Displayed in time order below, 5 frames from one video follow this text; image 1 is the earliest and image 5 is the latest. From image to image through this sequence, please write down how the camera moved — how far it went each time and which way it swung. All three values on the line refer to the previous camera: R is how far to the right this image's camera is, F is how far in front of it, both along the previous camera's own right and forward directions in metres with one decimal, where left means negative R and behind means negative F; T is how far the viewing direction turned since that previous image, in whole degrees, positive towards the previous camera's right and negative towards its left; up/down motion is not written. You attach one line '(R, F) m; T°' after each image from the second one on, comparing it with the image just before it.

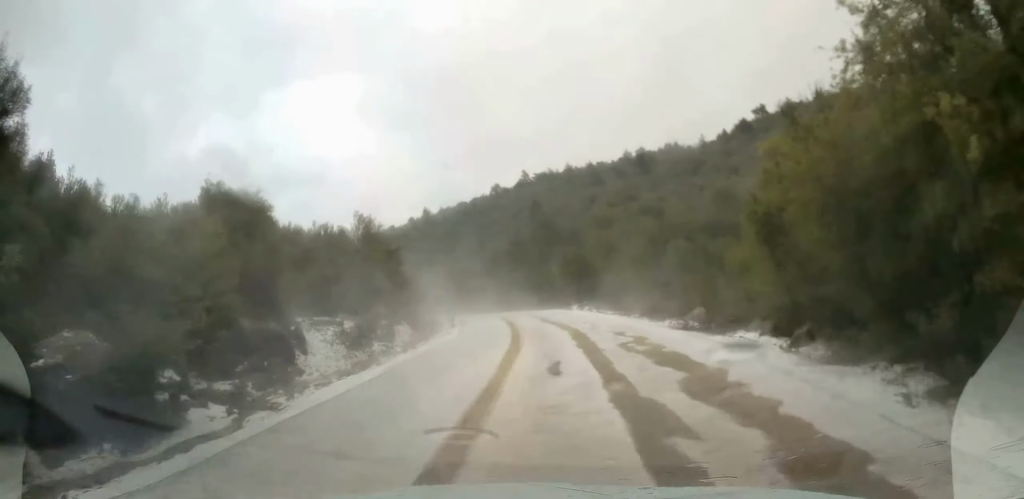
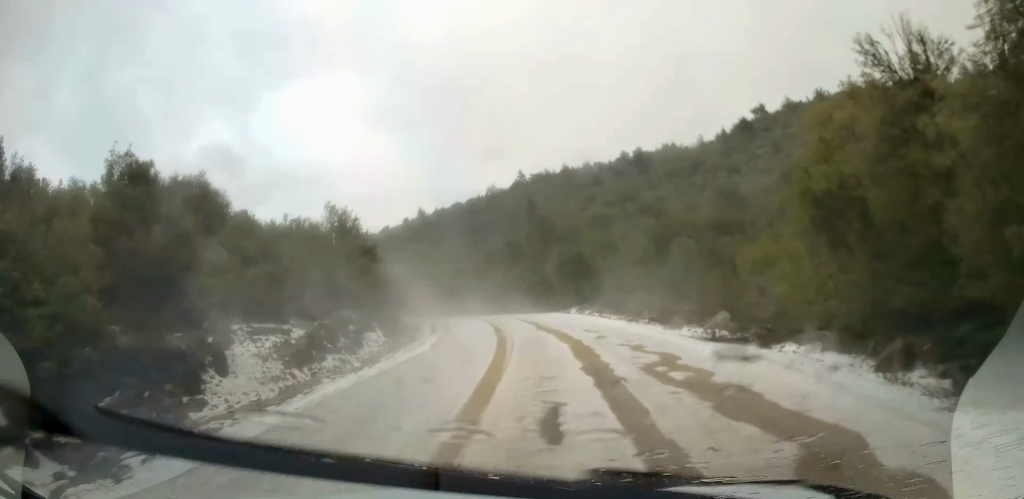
(0.0, +4.4) m; -1°
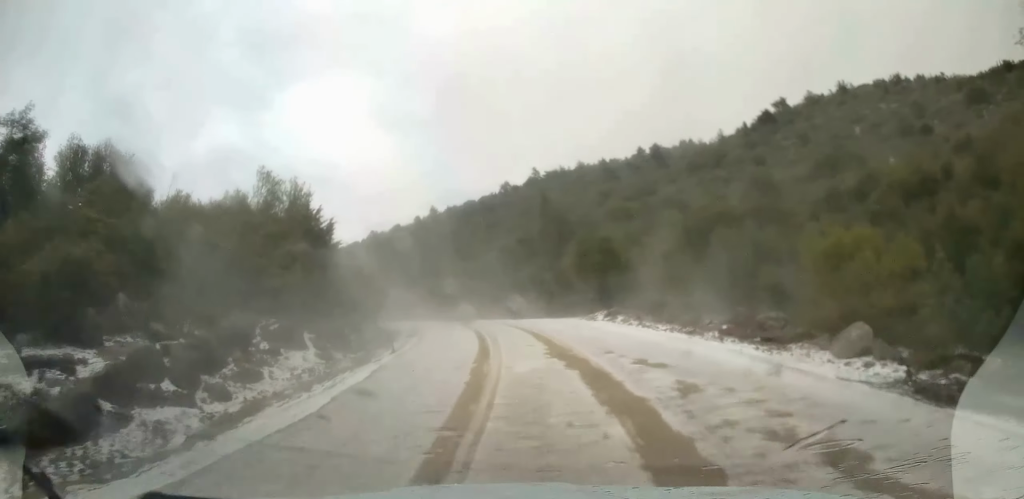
(-0.2, +9.7) m; -2°
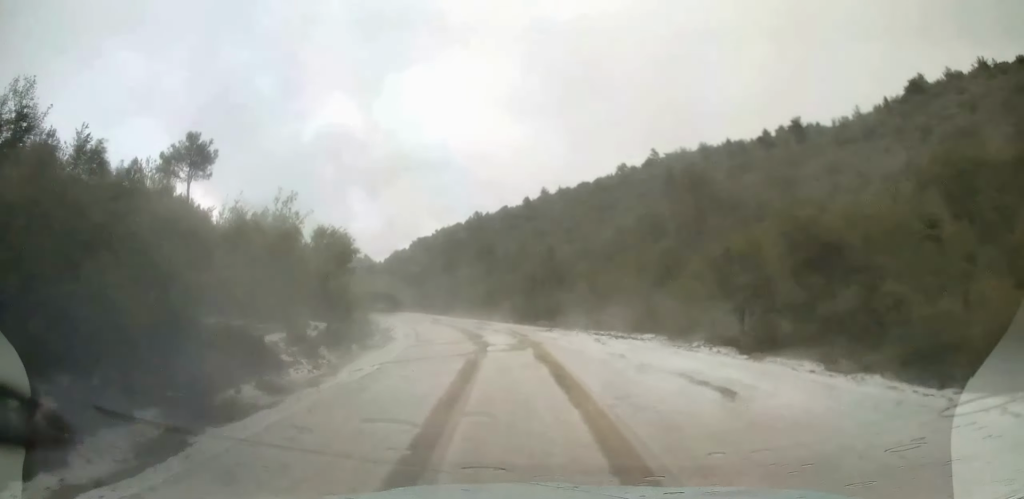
(-2.7, +28.7) m; -12°
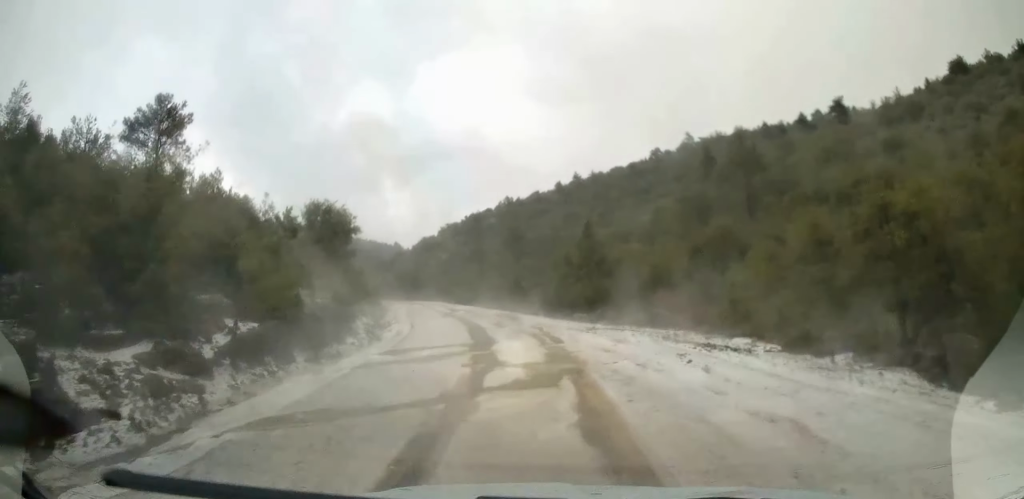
(-0.4, +8.8) m; -3°
